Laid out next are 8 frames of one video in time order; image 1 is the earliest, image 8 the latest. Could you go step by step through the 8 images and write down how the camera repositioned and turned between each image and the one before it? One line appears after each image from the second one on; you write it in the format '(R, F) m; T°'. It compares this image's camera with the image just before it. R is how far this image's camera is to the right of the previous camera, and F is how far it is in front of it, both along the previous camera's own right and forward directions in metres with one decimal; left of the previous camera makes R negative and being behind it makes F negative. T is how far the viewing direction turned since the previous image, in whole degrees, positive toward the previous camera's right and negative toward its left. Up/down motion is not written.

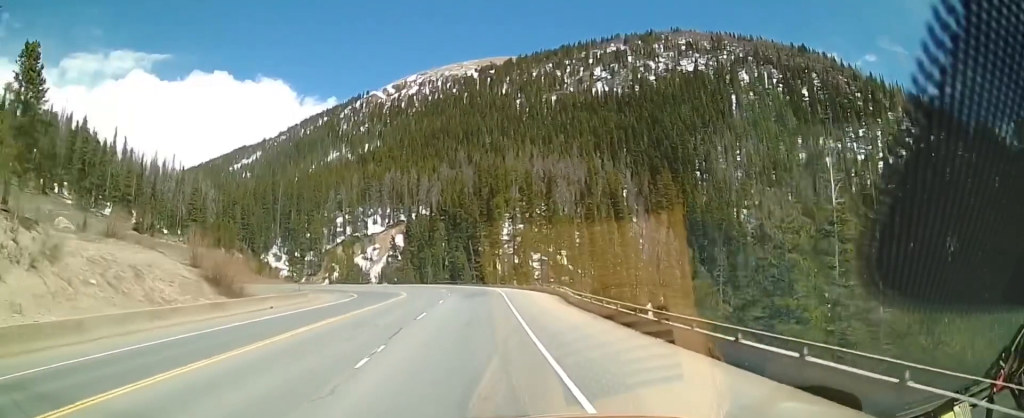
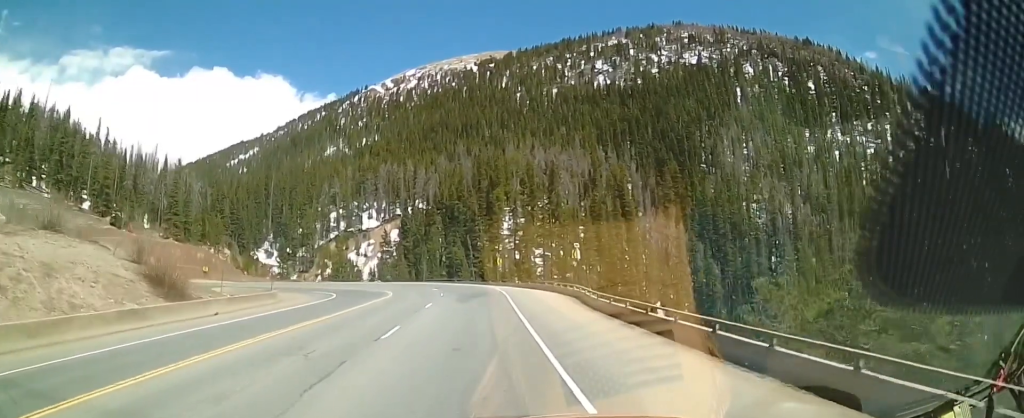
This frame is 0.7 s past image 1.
(0.0, +7.7) m; +1°
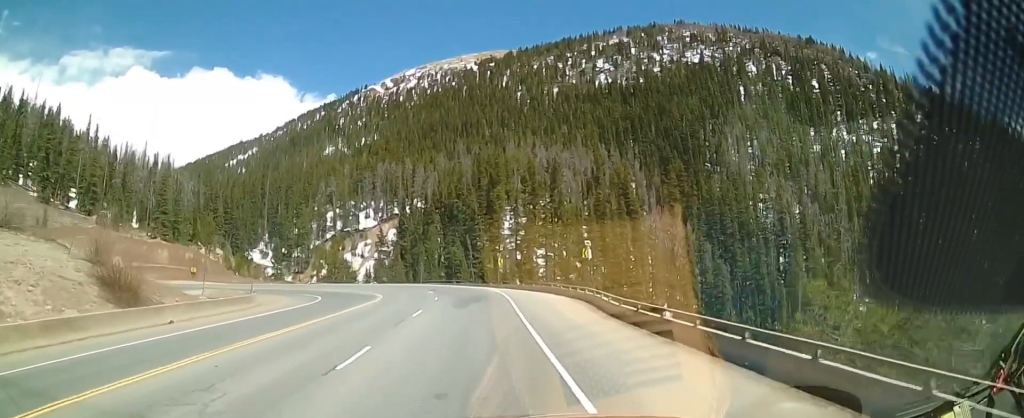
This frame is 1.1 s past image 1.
(0.0, +4.6) m; +1°
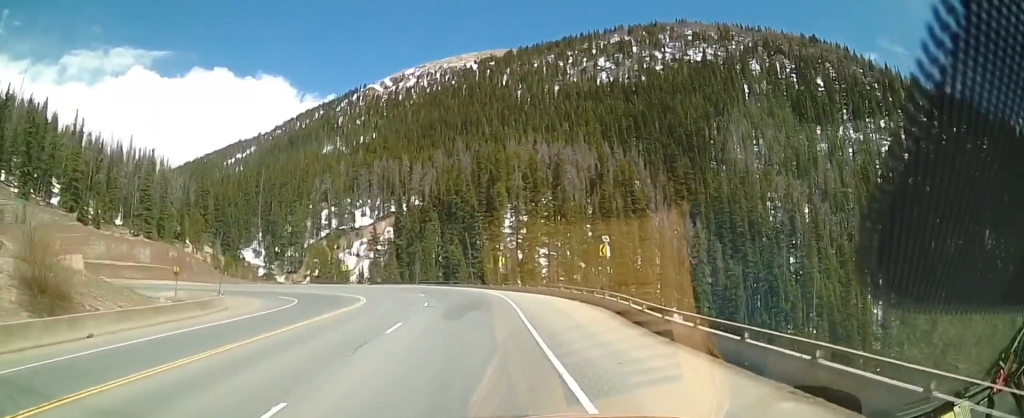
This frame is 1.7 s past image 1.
(+0.2, +5.9) m; +1°
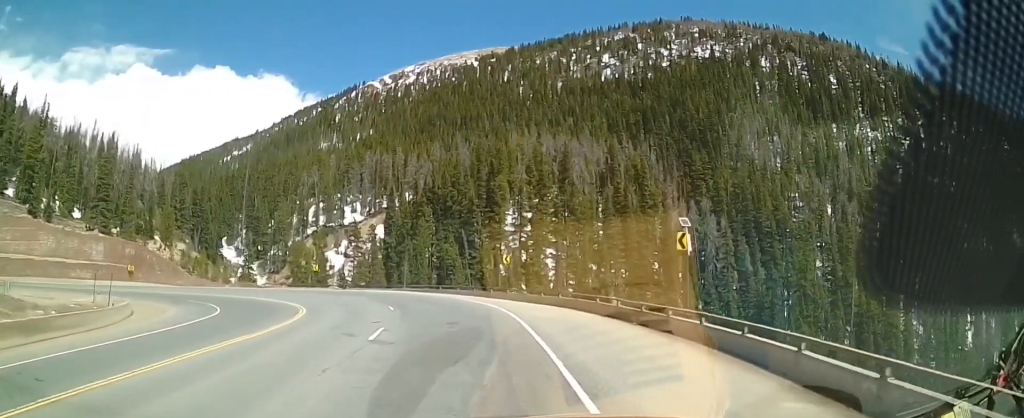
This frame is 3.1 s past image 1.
(-0.2, +13.3) m; -4°
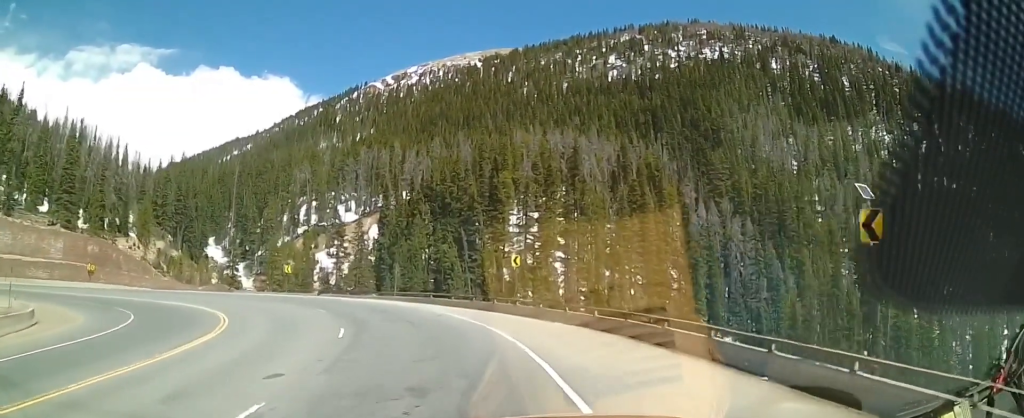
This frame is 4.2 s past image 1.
(-0.6, +10.1) m; -6°
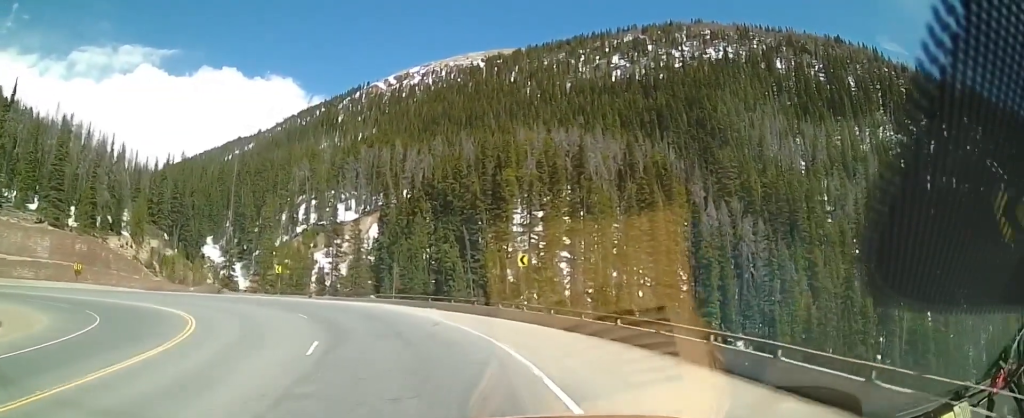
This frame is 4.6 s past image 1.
(-0.1, +3.4) m; -1°
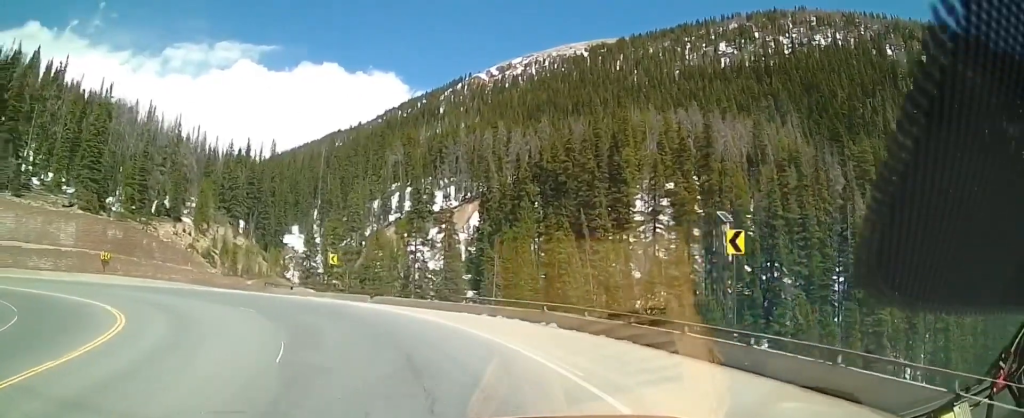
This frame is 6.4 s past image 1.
(-0.9, +14.5) m; -11°
